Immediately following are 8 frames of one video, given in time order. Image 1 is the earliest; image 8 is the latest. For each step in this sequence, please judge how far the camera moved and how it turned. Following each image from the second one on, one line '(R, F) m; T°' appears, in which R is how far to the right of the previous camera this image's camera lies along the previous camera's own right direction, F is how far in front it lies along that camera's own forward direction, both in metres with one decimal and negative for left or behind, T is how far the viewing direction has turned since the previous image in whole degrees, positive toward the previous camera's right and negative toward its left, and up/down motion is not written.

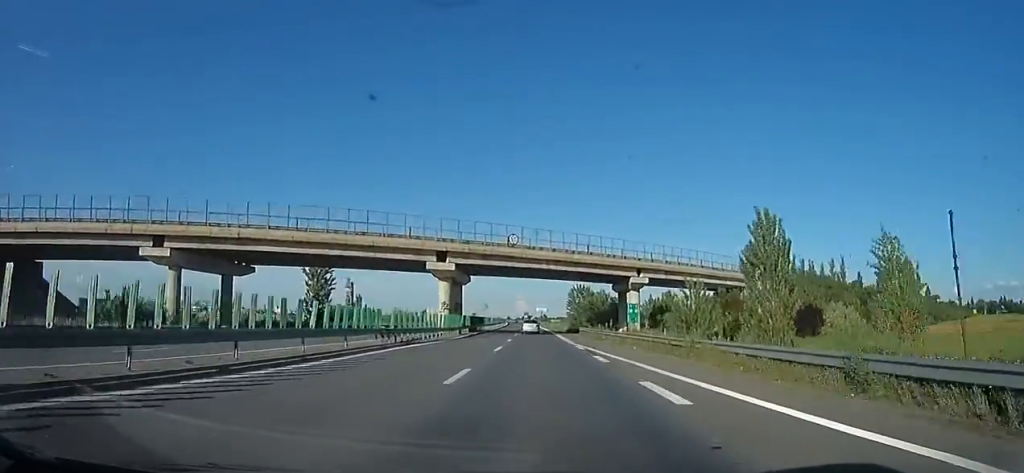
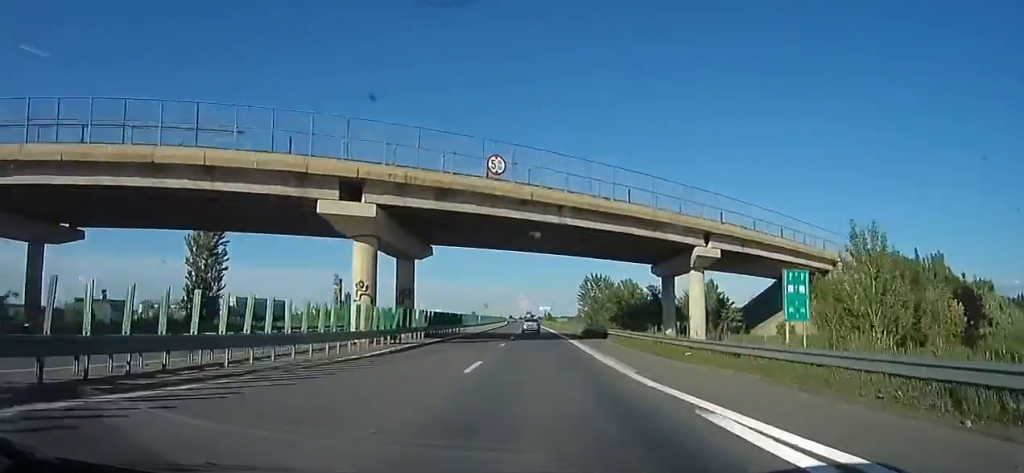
(-0.4, +20.9) m; 0°
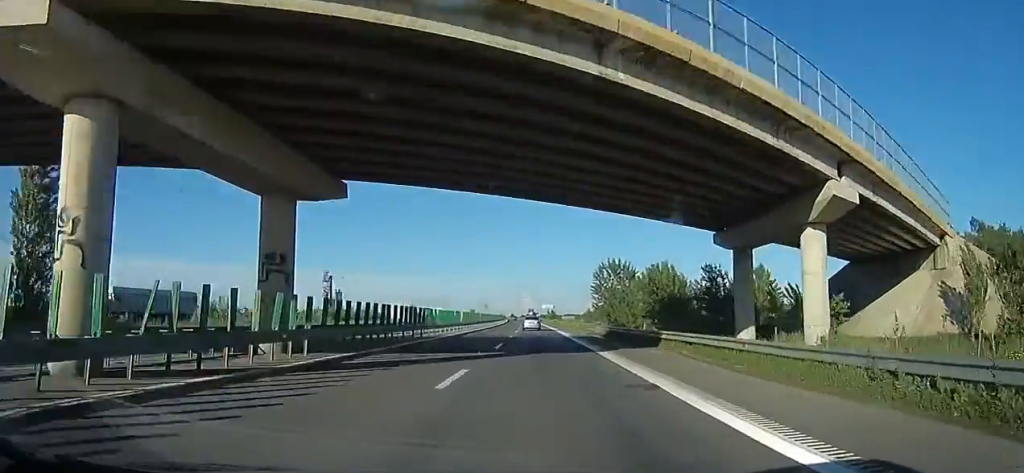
(0.0, +15.5) m; +1°
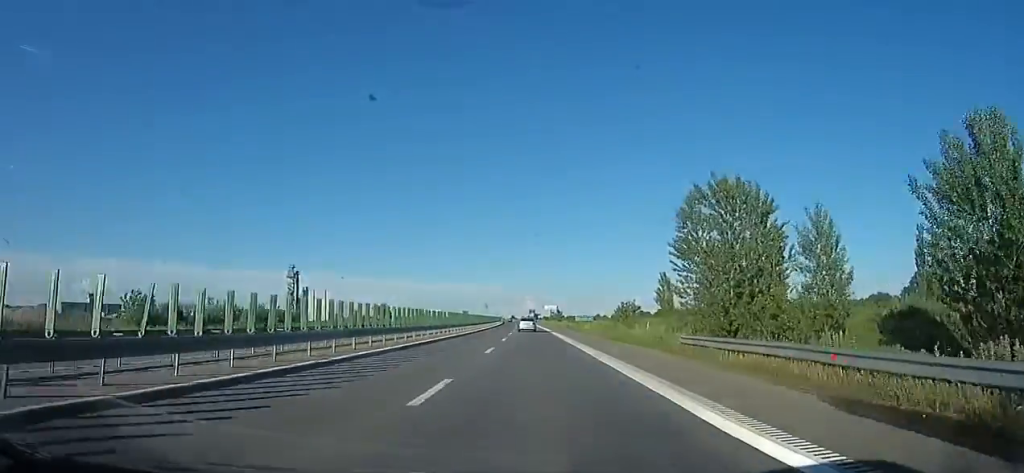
(+1.1, +36.3) m; +1°
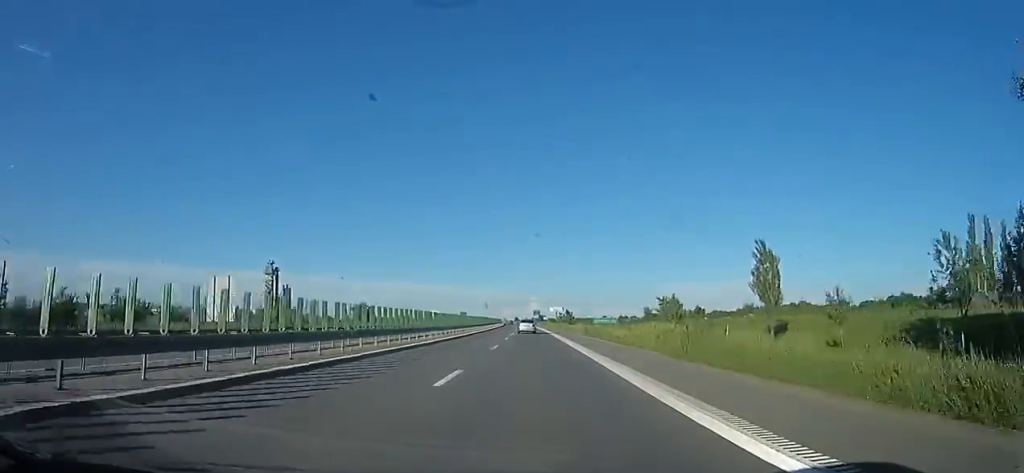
(-0.3, +21.0) m; -1°
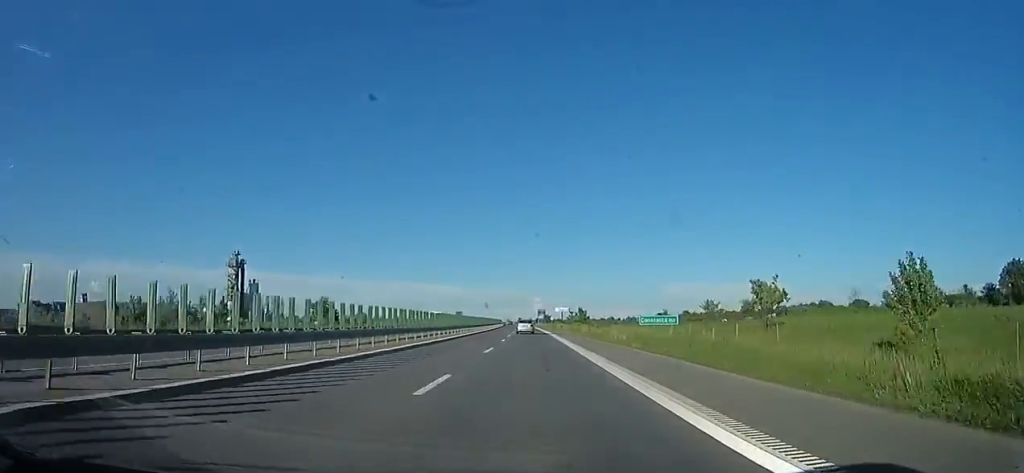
(-0.5, +26.0) m; -1°
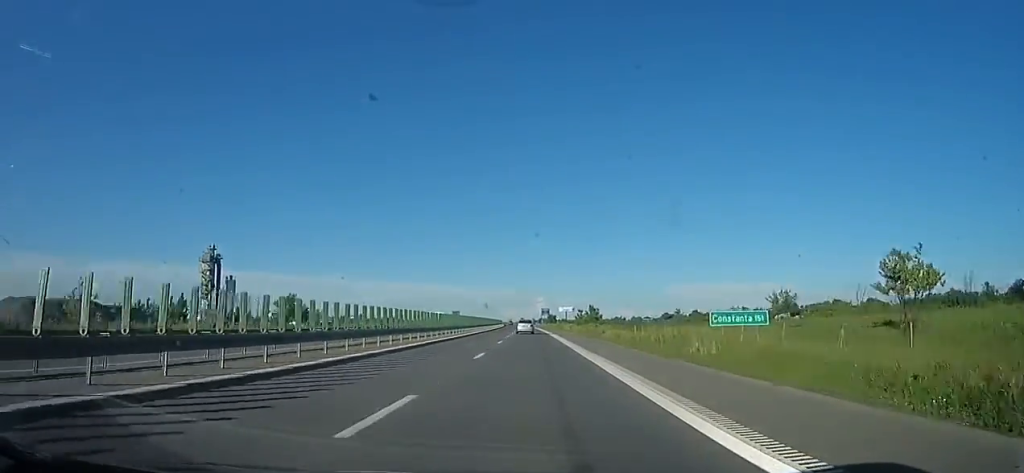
(-0.1, +15.0) m; 0°
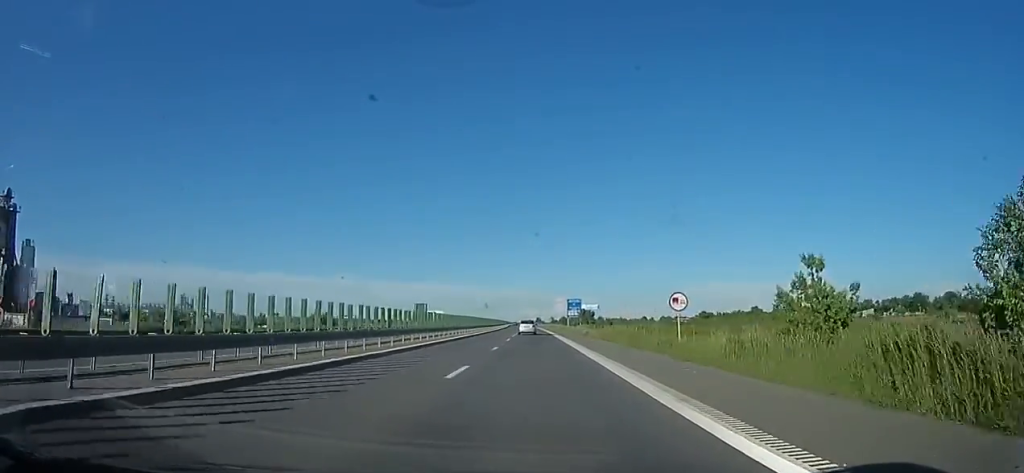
(-2.2, +76.6) m; -2°
